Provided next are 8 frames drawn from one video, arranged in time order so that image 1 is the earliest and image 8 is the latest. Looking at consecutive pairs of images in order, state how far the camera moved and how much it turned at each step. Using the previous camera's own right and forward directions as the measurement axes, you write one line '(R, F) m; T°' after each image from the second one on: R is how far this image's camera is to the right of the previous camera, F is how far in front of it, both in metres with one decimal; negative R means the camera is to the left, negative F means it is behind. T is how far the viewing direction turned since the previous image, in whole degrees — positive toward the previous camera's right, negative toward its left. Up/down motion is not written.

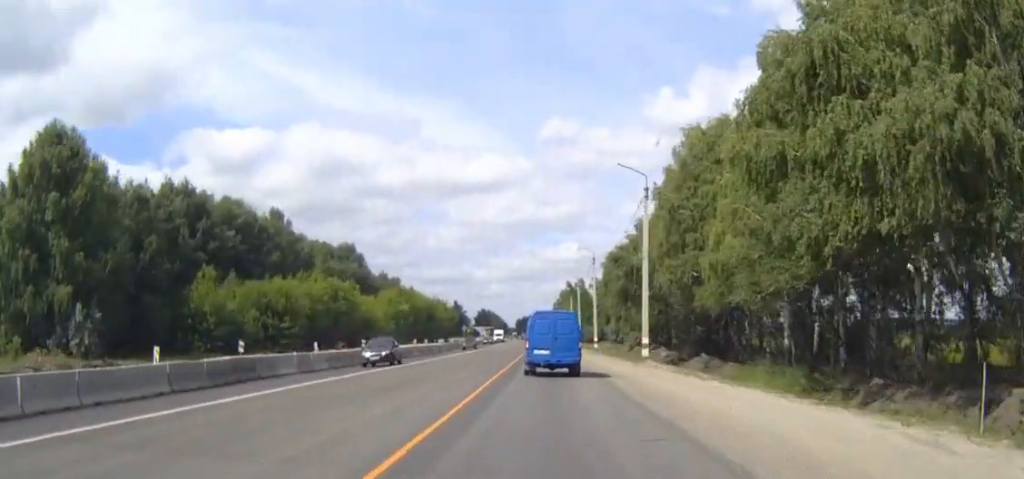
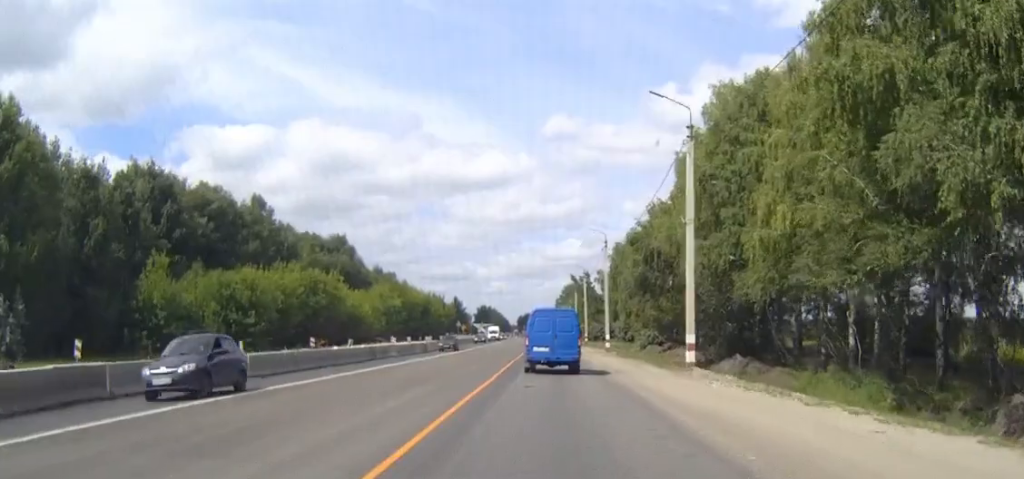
(0.0, +11.5) m; 0°
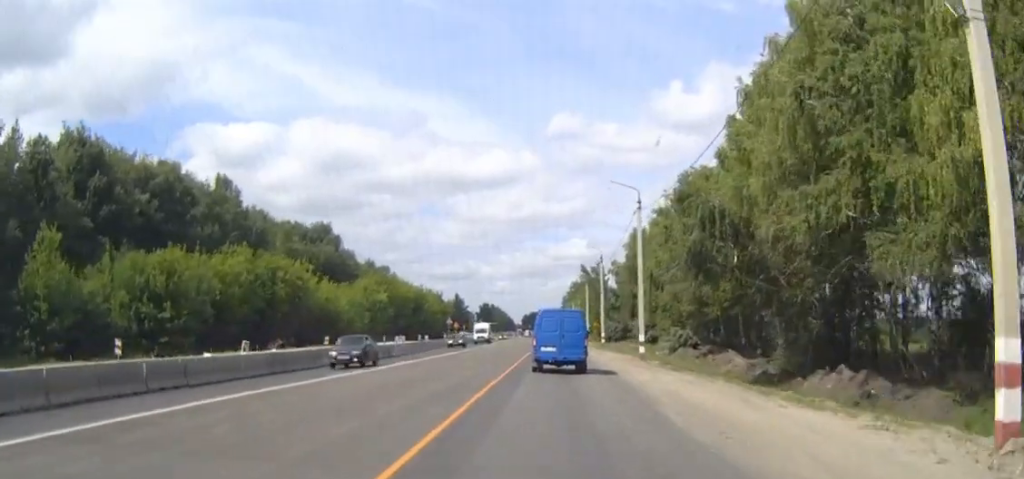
(-0.1, +19.4) m; -1°
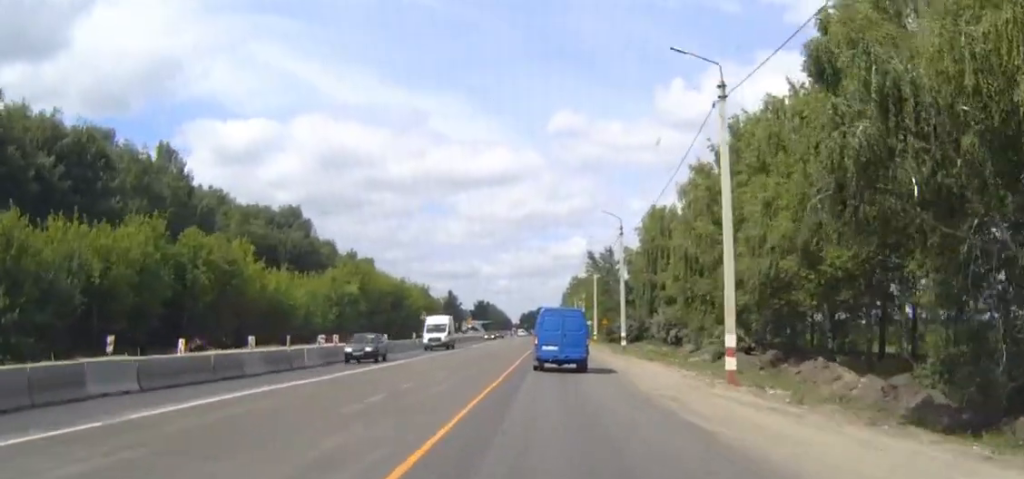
(0.0, +21.3) m; 0°
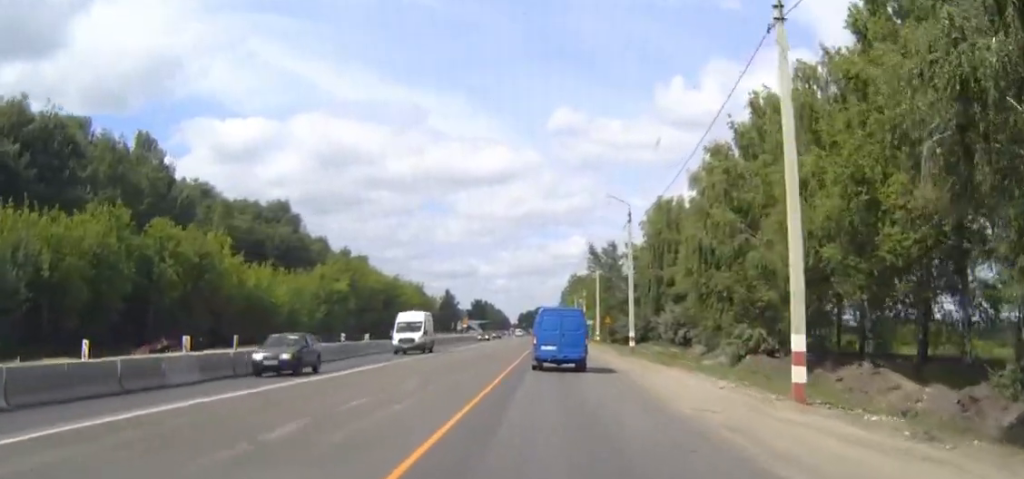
(0.0, +6.3) m; 0°
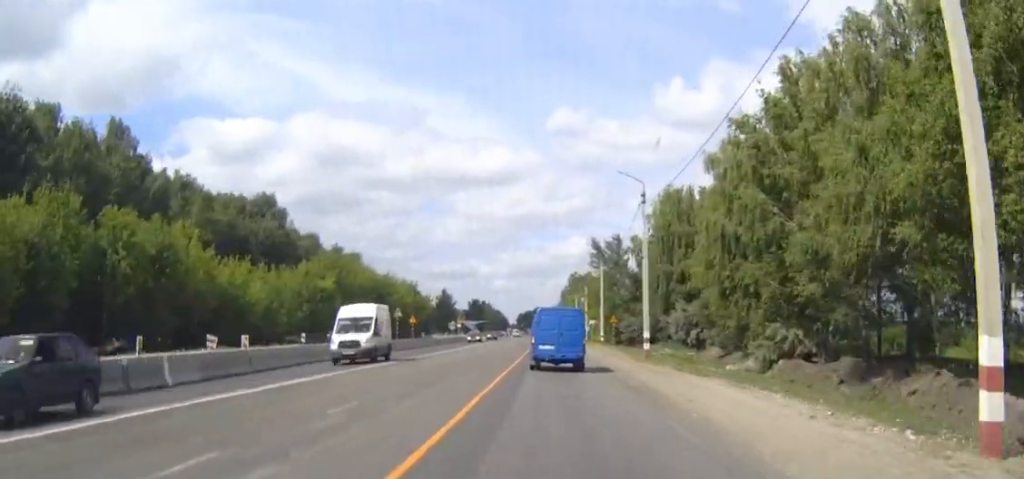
(0.0, +7.7) m; 0°
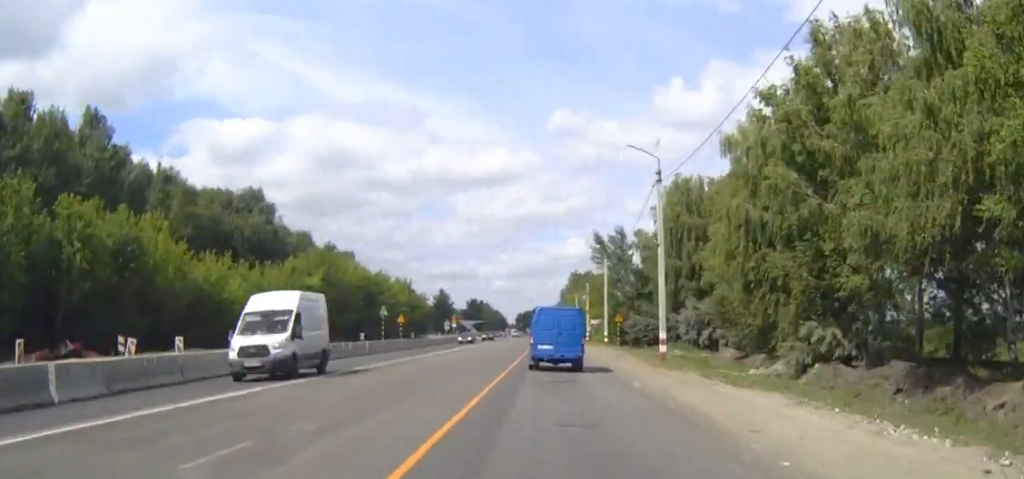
(0.0, +6.2) m; 0°
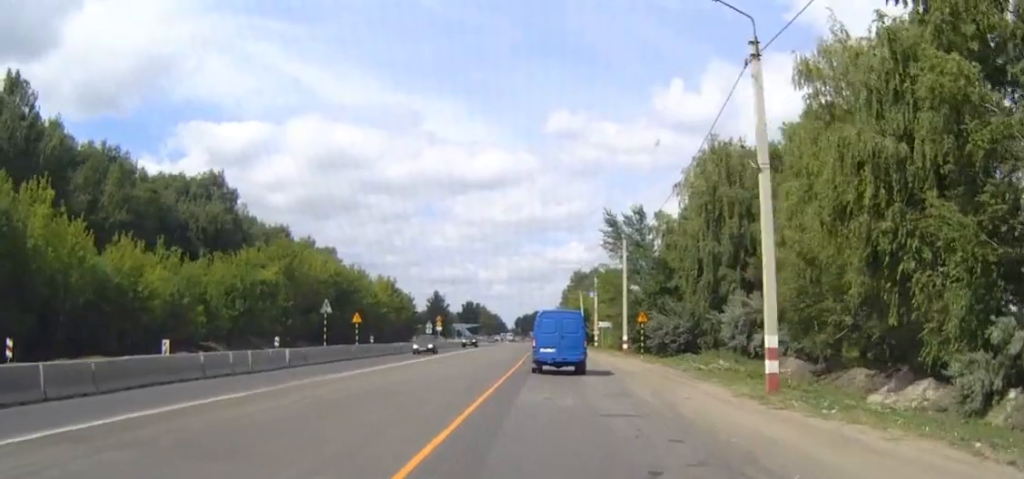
(+0.2, +17.9) m; +1°
